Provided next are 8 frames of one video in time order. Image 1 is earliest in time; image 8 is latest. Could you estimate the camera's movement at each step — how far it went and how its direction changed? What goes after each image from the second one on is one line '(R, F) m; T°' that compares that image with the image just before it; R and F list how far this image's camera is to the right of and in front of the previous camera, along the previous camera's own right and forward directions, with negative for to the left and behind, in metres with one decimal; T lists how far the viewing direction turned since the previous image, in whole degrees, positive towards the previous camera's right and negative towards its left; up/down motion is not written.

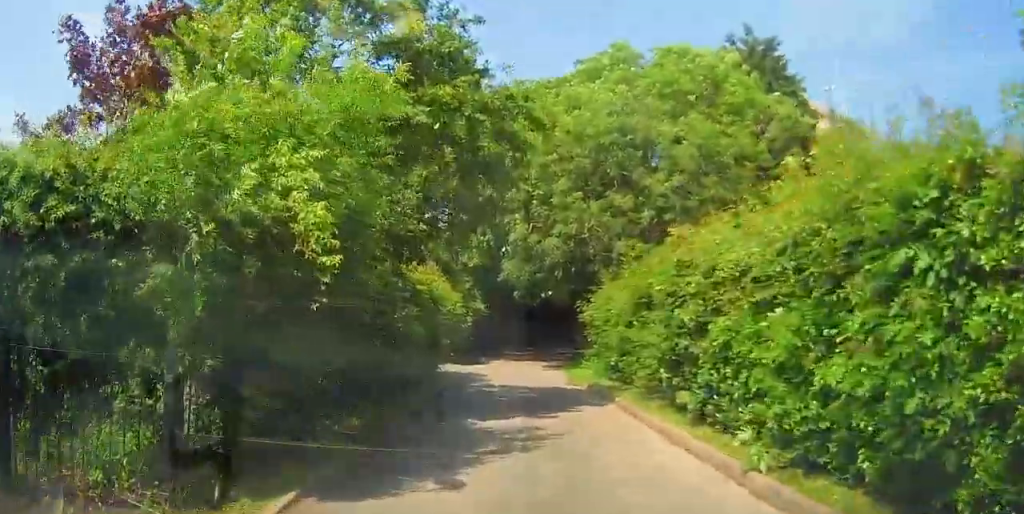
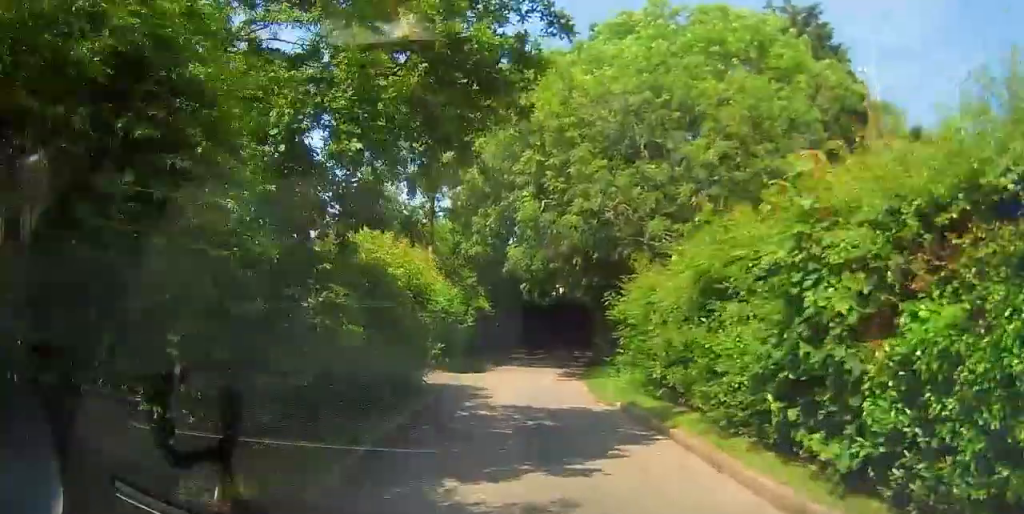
(0.0, +4.4) m; +1°
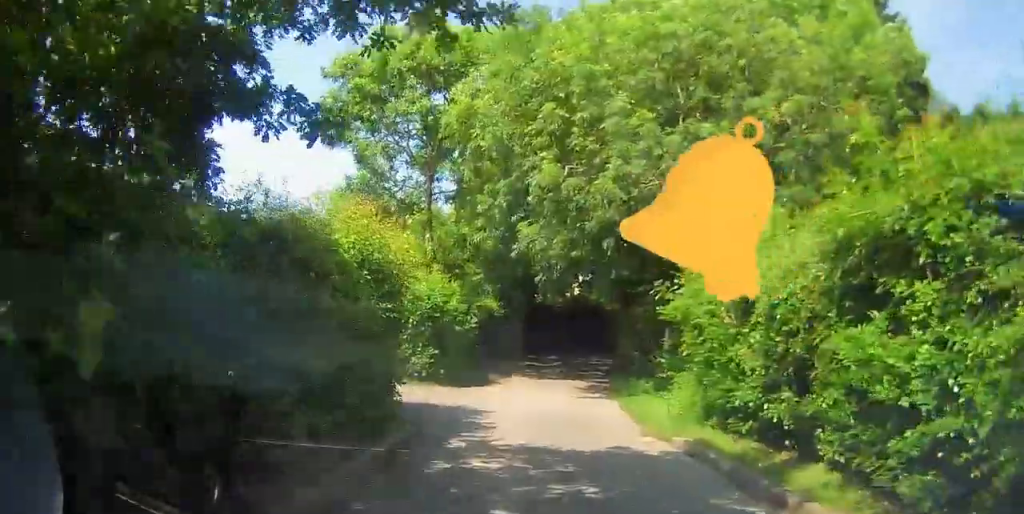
(+0.1, +4.1) m; -2°
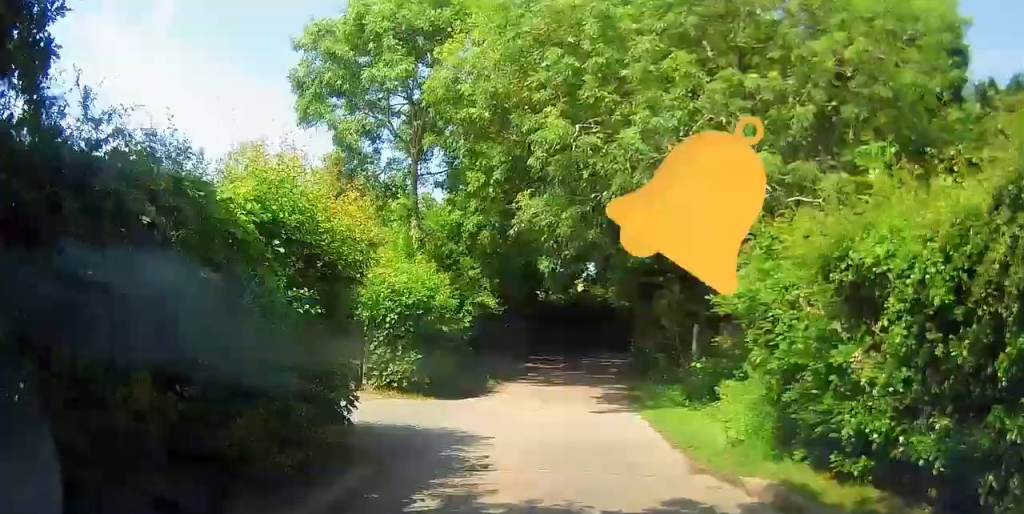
(-0.1, +2.7) m; -1°
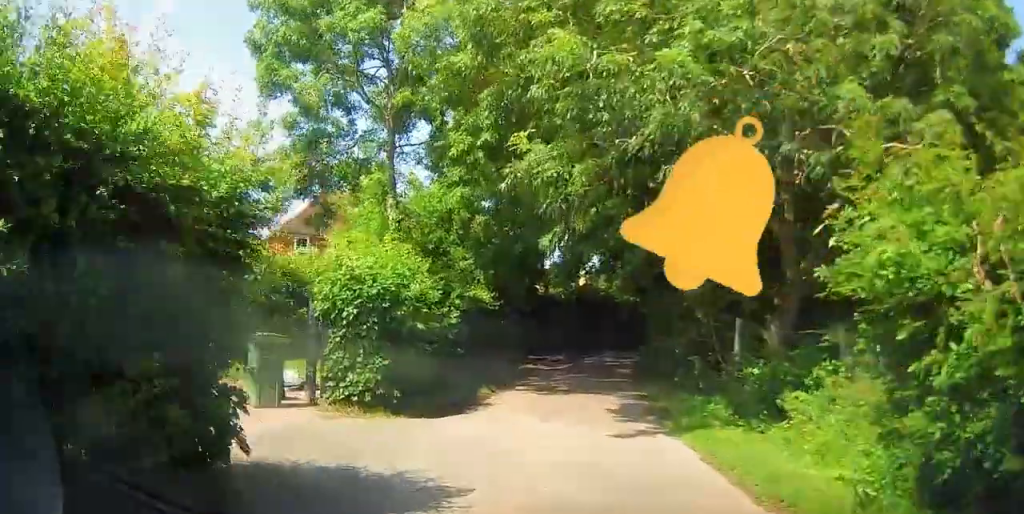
(-0.1, +3.0) m; +1°
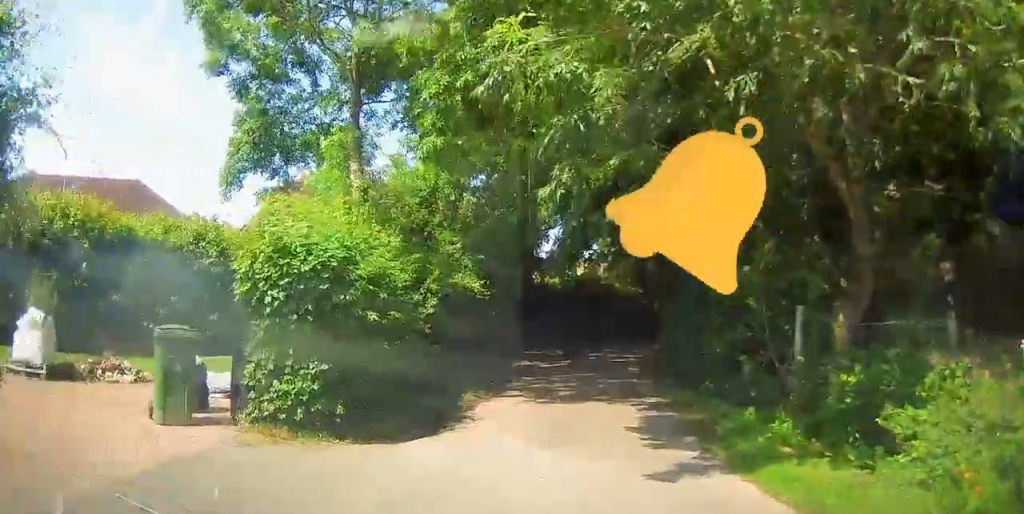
(0.0, +2.9) m; +5°
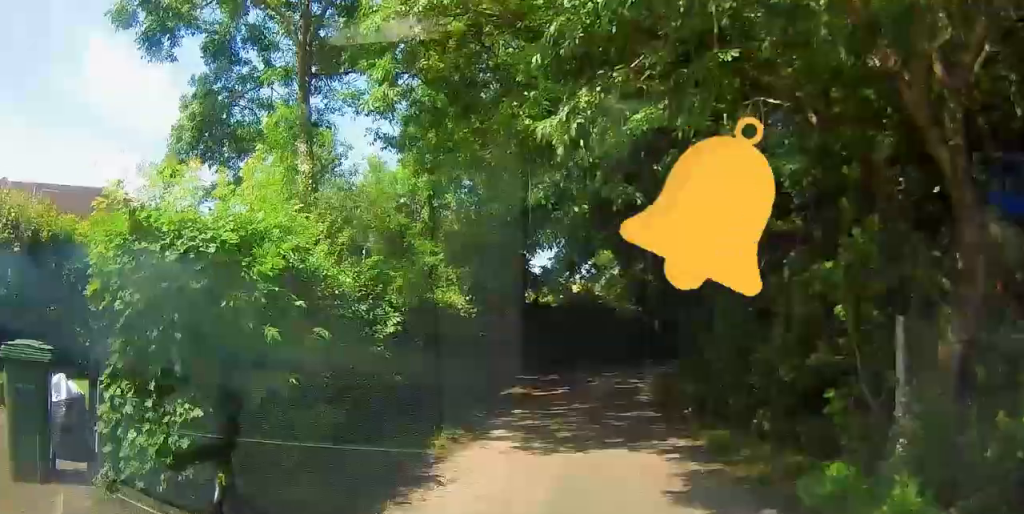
(+0.3, +3.0) m; 0°
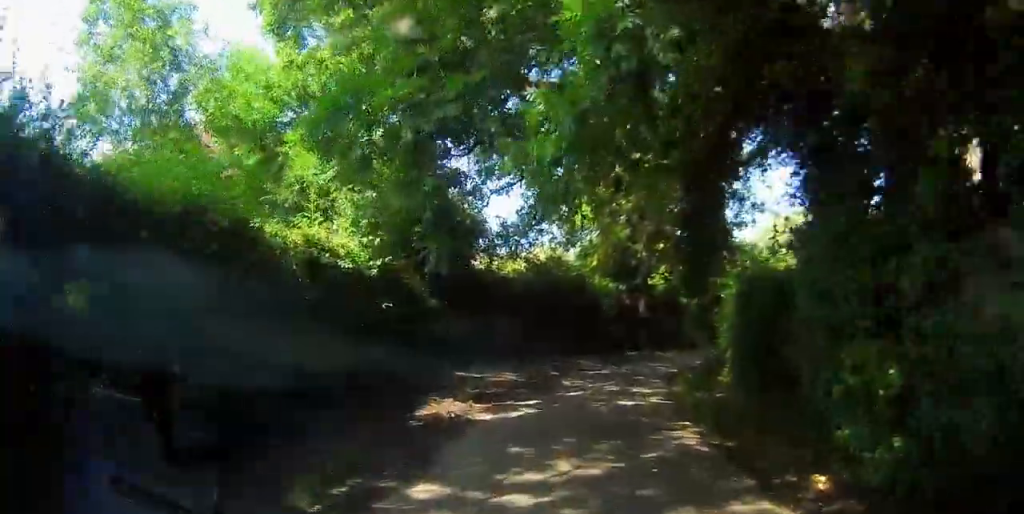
(+0.1, +7.6) m; +8°
